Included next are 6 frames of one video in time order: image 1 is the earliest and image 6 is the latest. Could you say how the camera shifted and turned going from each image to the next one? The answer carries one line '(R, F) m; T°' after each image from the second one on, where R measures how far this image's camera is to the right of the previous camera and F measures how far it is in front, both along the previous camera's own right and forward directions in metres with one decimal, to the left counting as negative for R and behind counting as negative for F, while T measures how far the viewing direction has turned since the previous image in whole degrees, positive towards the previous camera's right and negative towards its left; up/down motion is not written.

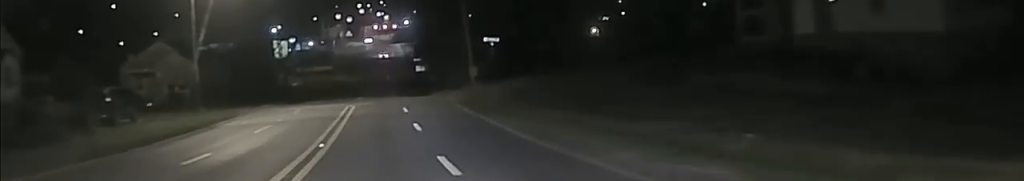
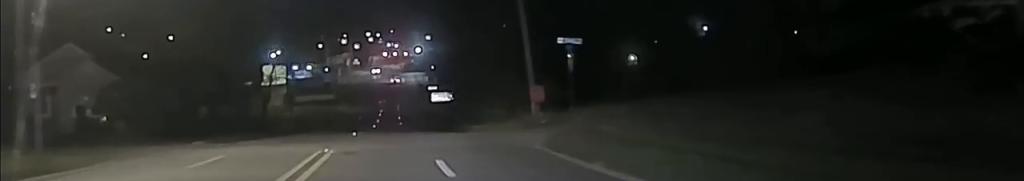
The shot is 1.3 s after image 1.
(-0.1, +21.4) m; +1°
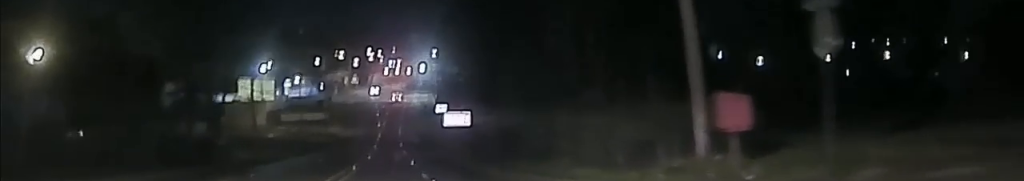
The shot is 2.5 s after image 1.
(+0.8, +22.0) m; +2°
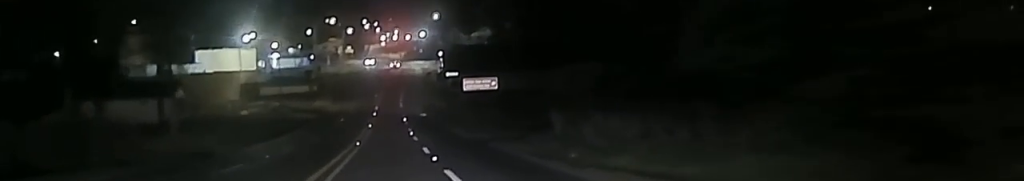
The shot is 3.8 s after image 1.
(-0.3, +24.7) m; -2°
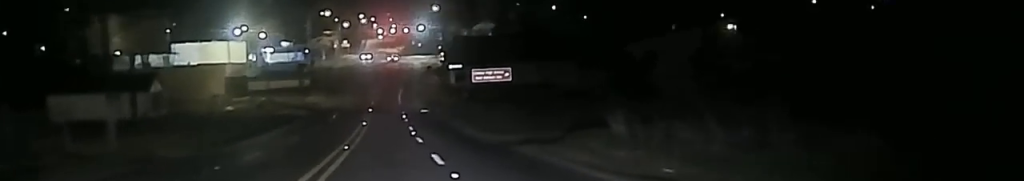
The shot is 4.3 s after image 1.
(-0.2, +8.9) m; -1°
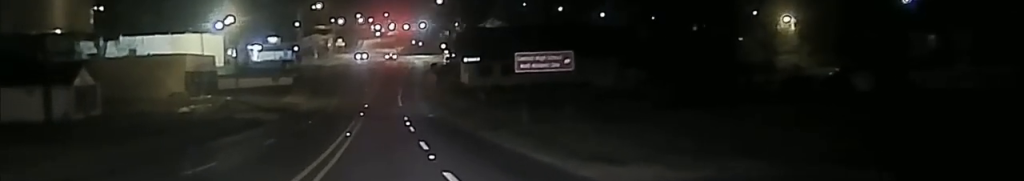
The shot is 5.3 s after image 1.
(+0.3, +19.6) m; 0°
